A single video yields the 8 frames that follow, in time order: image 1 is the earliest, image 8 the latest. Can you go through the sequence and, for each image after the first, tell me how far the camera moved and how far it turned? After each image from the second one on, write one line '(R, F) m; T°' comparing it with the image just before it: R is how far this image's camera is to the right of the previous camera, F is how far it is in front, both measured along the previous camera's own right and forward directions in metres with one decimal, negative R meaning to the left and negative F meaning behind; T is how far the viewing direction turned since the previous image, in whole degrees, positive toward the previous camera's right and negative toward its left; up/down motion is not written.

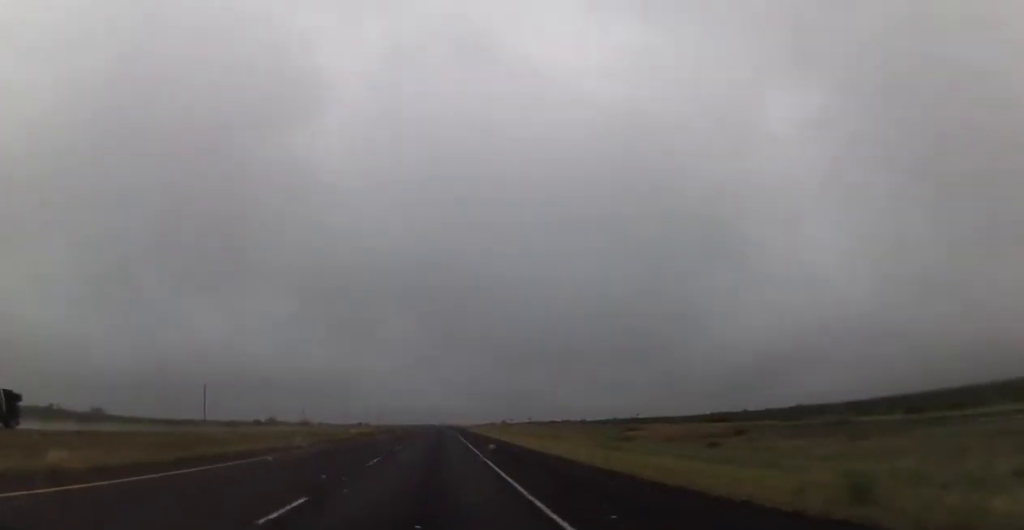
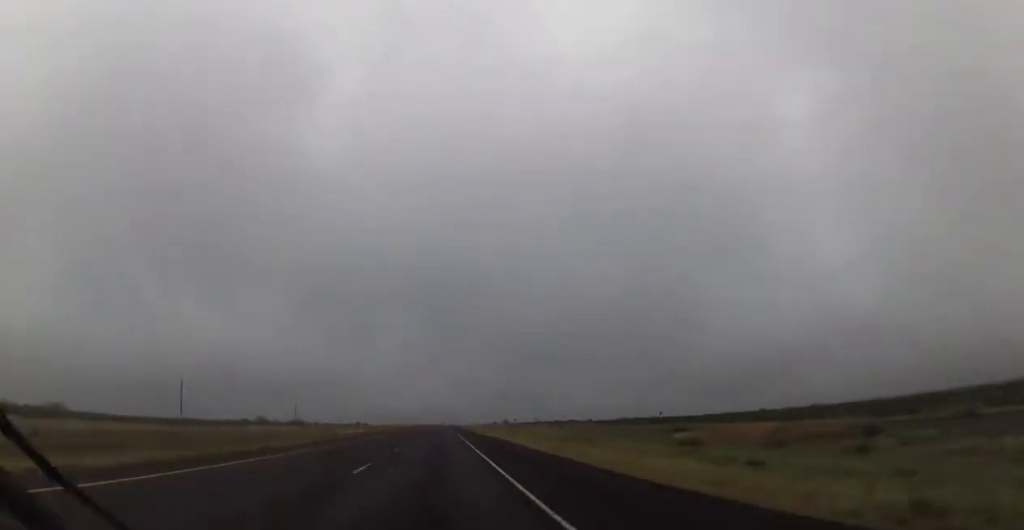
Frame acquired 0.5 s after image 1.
(0.0, +16.2) m; 0°
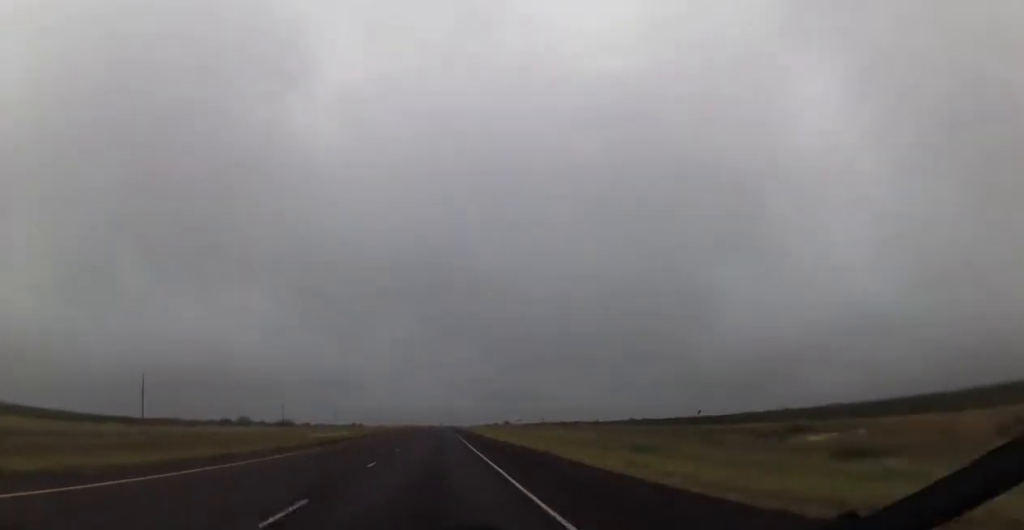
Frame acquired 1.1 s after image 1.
(-0.2, +20.8) m; 0°
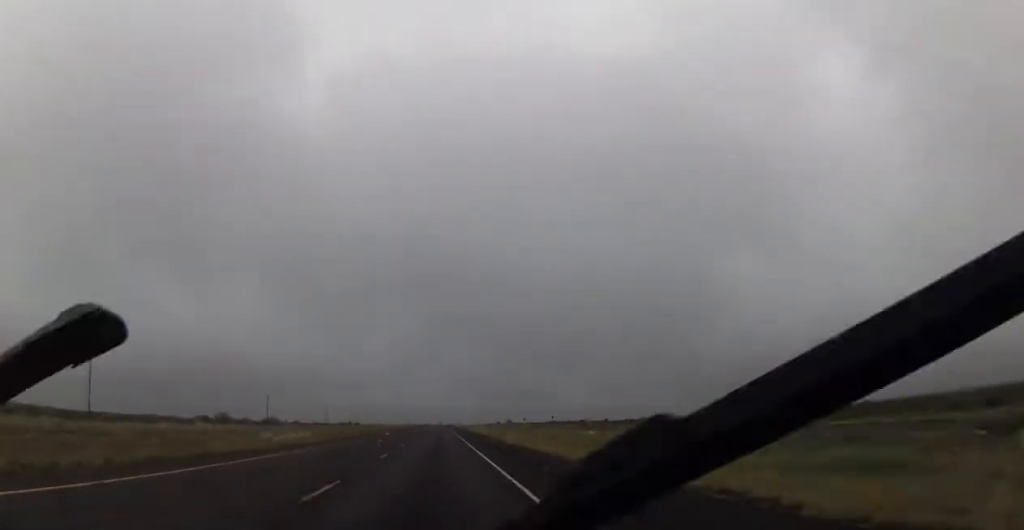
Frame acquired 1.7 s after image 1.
(+0.1, +22.0) m; 0°
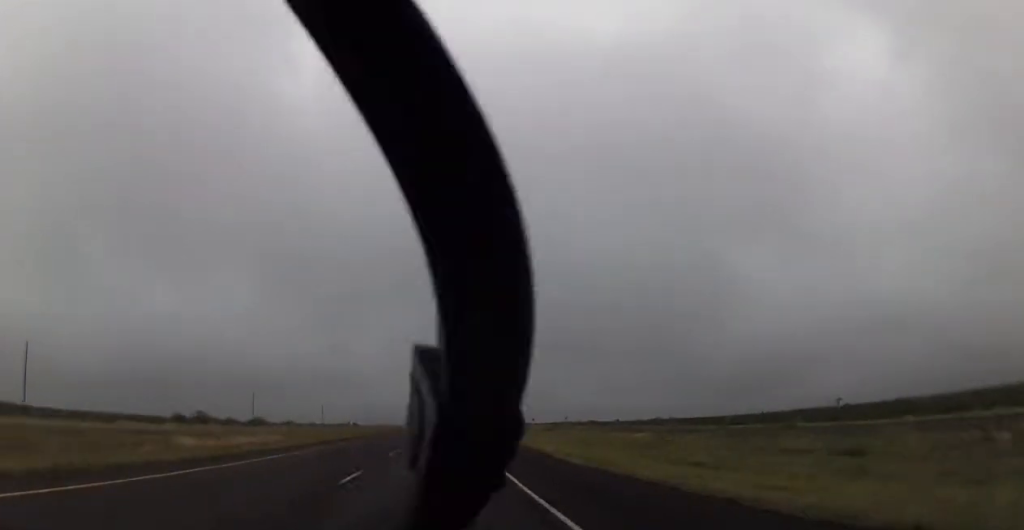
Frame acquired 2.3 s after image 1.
(+0.1, +20.9) m; 0°
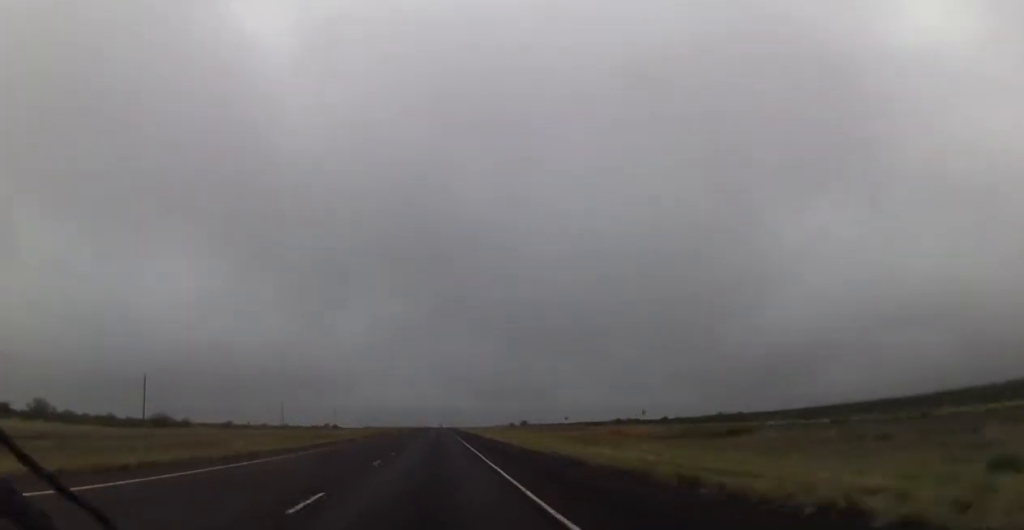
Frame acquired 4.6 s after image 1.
(-1.3, +78.3) m; 0°
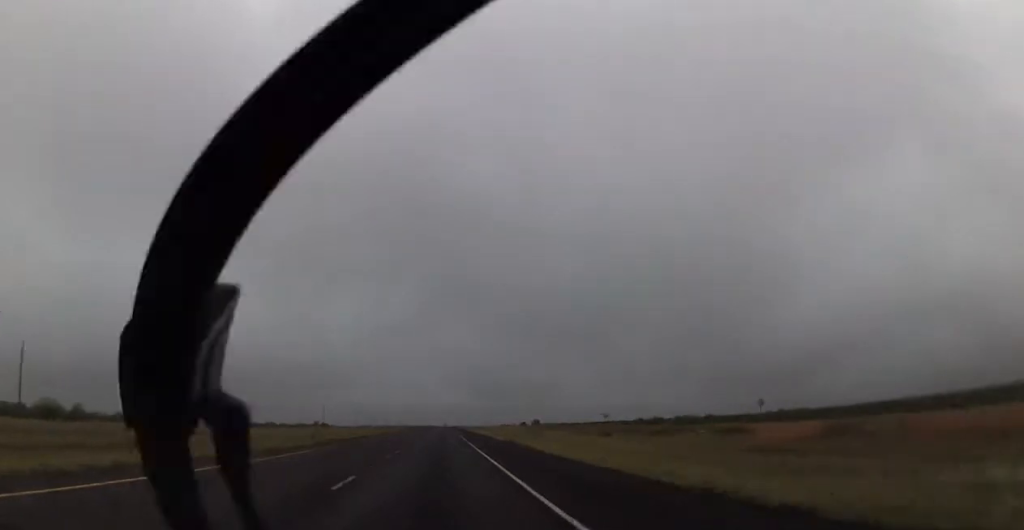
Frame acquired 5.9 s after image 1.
(+0.5, +45.2) m; 0°
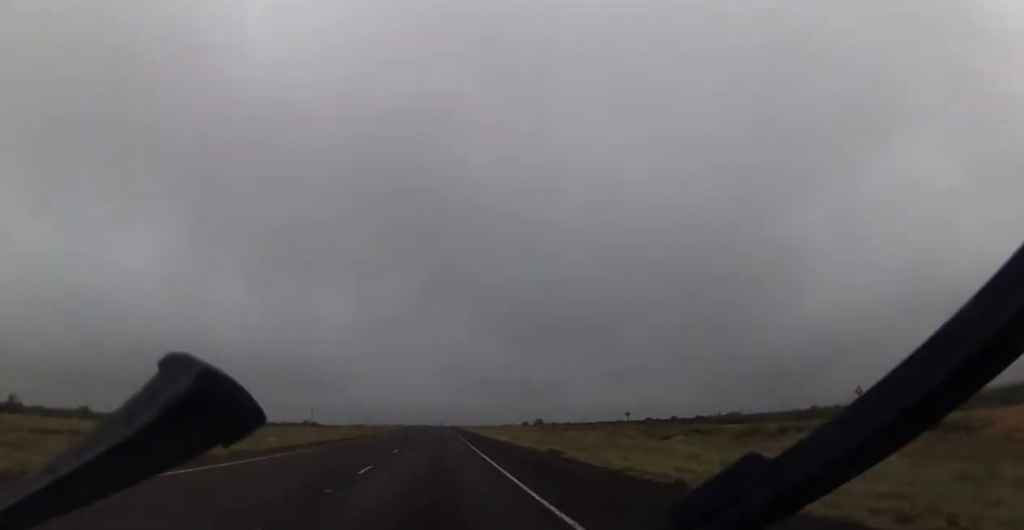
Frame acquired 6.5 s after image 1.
(-0.2, +20.9) m; 0°
